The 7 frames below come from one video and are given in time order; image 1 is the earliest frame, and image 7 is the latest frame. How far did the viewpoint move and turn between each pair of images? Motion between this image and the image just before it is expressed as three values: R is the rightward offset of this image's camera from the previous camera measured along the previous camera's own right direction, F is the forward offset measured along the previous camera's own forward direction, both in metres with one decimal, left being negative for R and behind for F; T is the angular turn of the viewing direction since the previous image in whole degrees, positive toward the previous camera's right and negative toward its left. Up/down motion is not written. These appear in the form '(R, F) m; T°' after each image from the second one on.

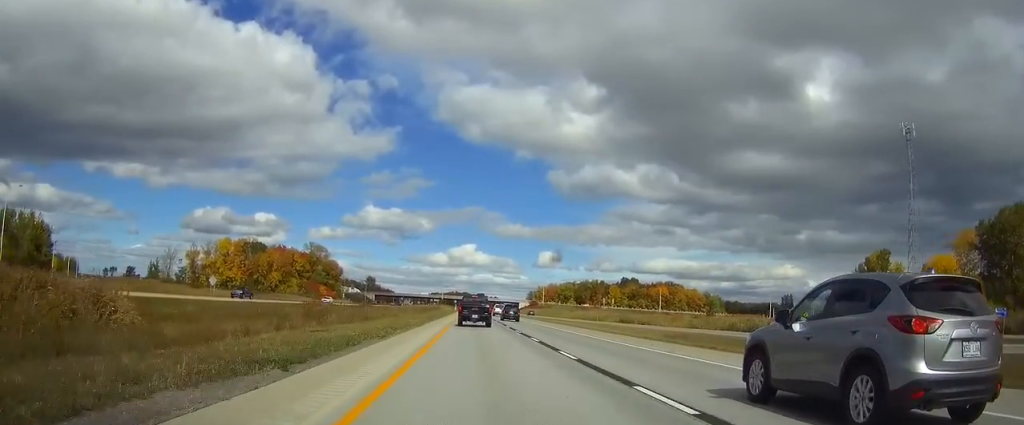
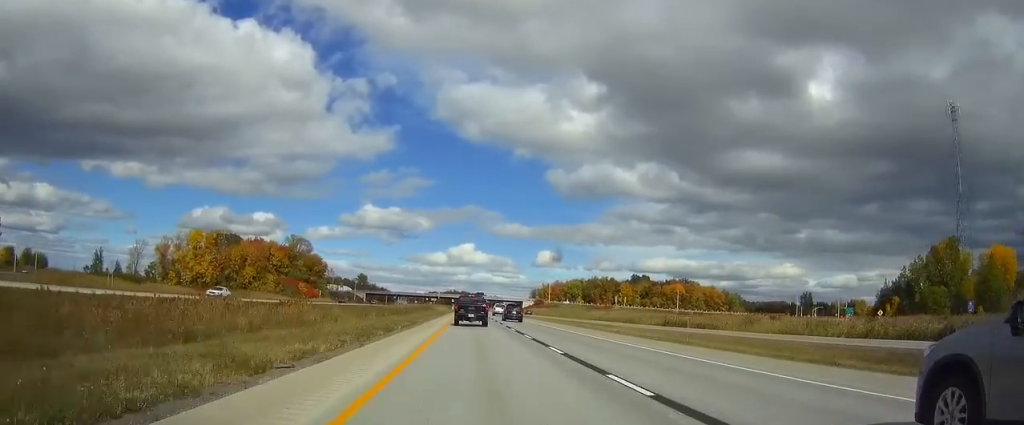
(0.0, +33.9) m; 0°
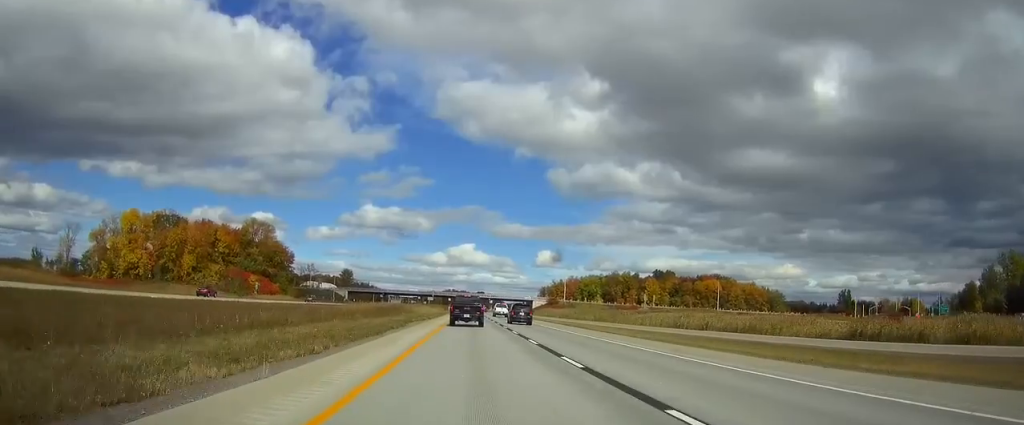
(0.0, +57.8) m; 0°
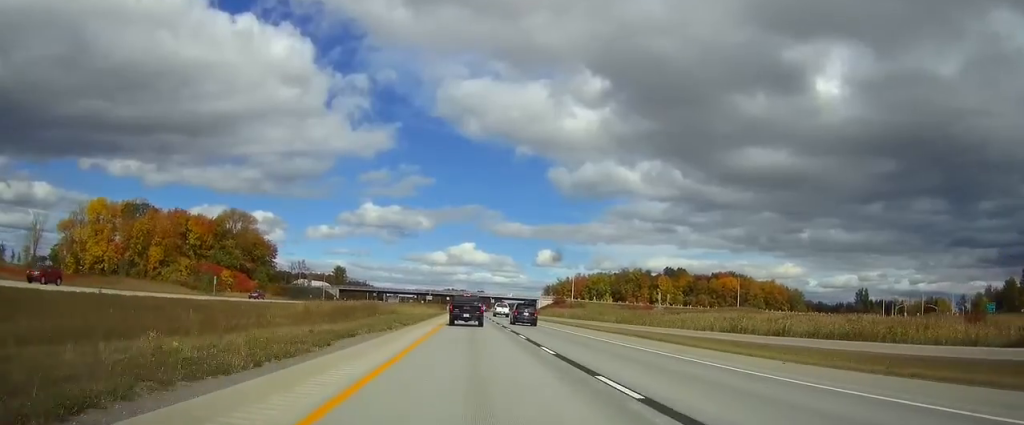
(0.0, +22.7) m; 0°
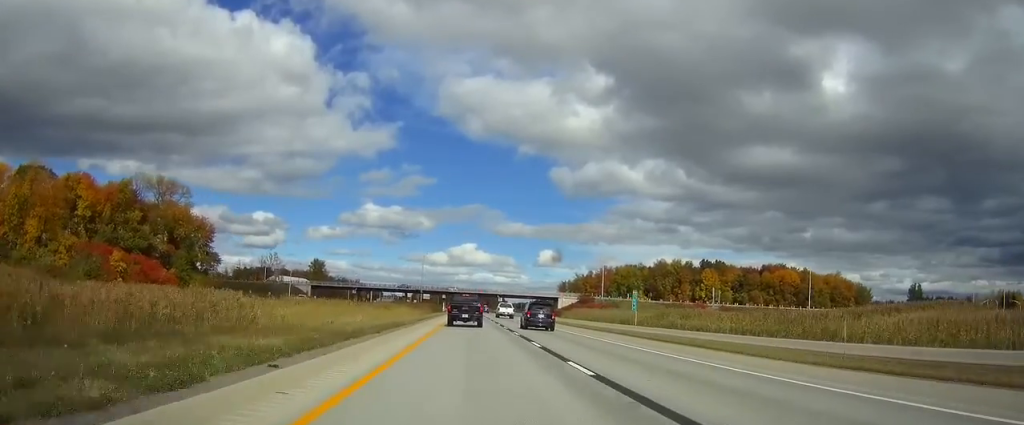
(+0.1, +59.0) m; 0°
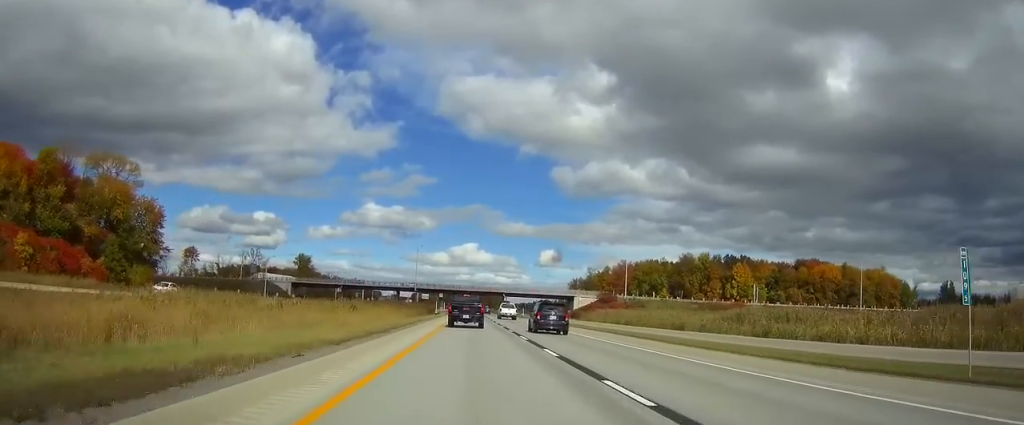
(-0.1, +30.6) m; 0°
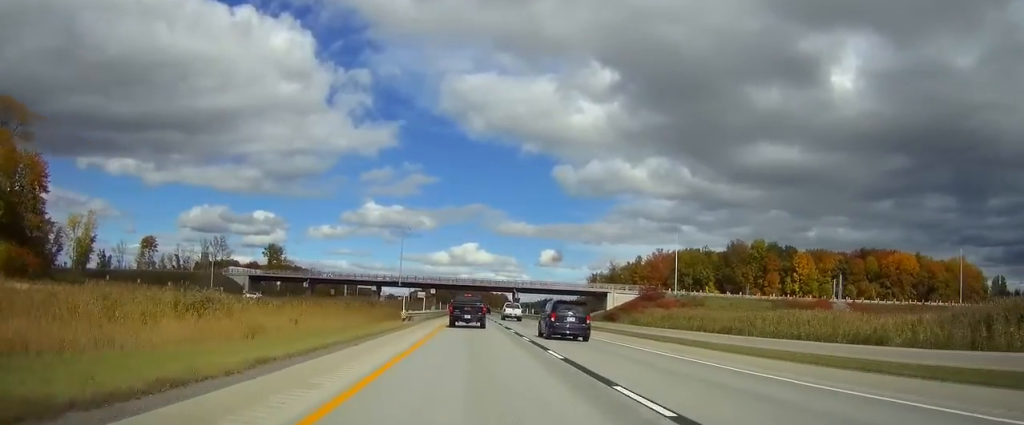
(0.0, +45.3) m; 0°
